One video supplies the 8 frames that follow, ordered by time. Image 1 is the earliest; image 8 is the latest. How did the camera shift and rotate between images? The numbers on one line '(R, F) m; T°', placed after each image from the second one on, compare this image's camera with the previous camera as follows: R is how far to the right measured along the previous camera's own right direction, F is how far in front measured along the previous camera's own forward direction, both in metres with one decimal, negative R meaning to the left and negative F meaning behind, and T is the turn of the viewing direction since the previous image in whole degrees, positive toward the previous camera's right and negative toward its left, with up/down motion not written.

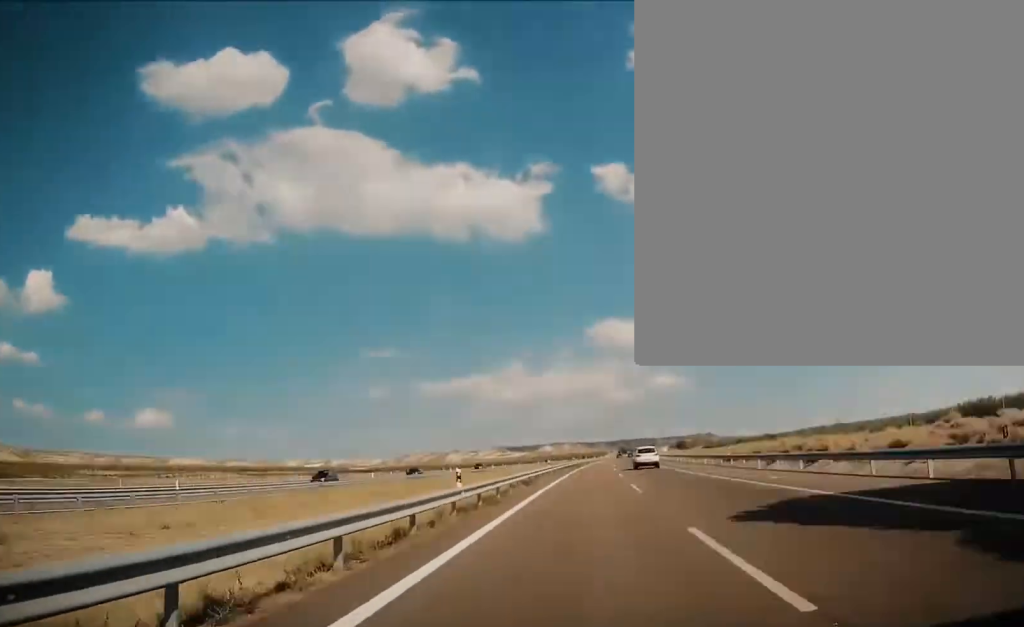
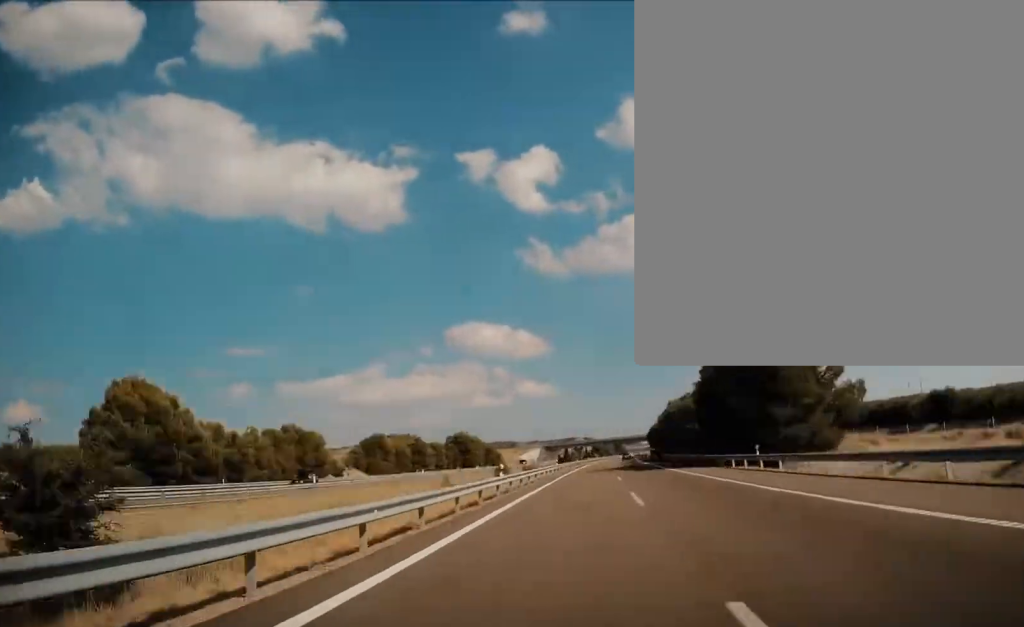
(+49.0, +542.6) m; +11°
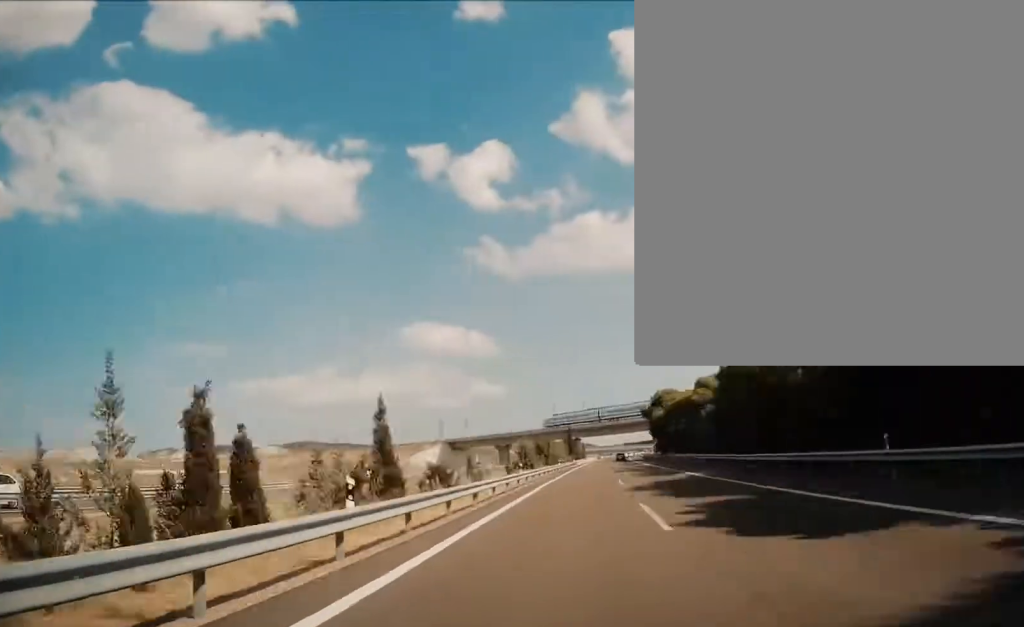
(+6.7, +179.8) m; +3°
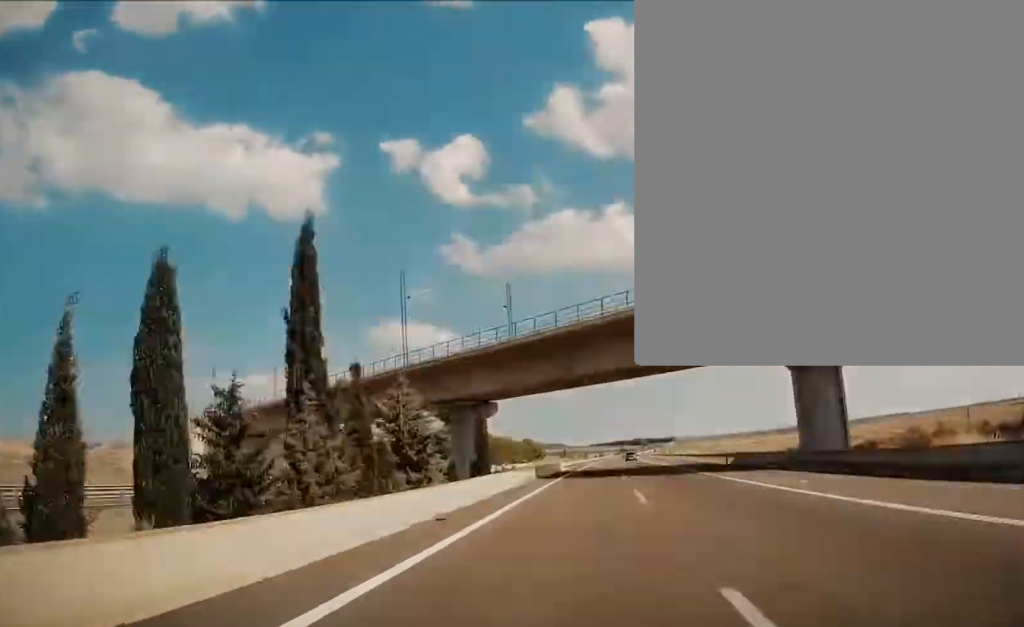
(+2.6, +149.9) m; +3°
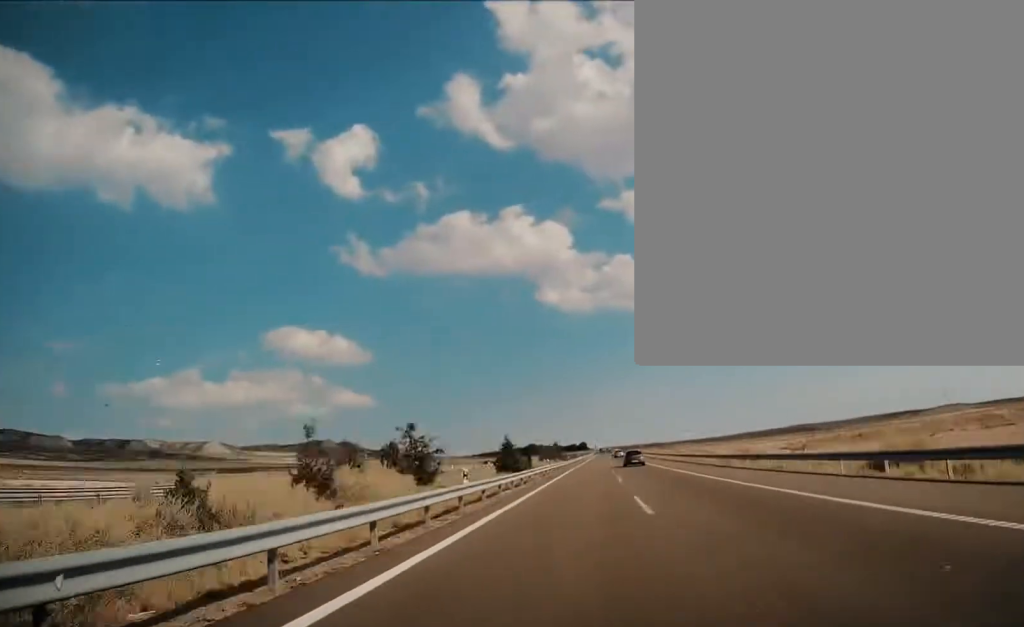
(+27.4, +419.1) m; +5°
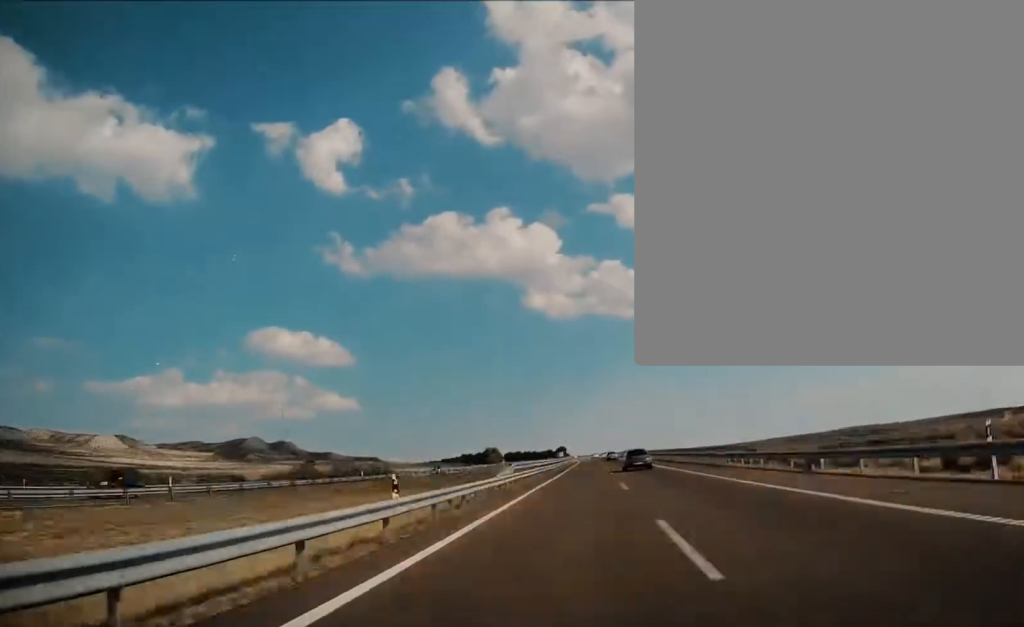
(+2.2, +198.8) m; -1°
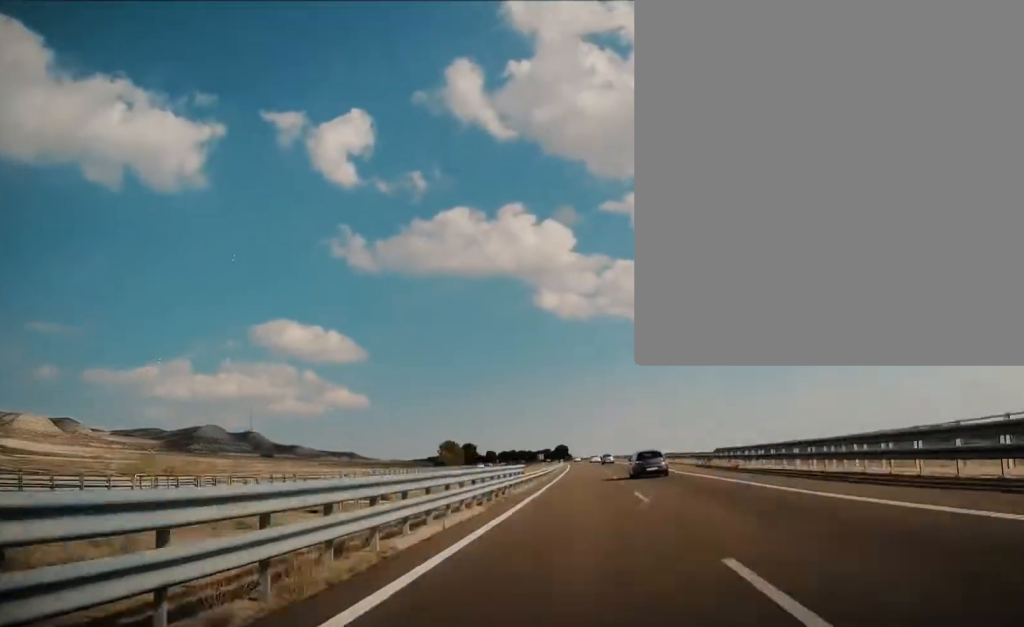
(+0.5, +128.3) m; -2°
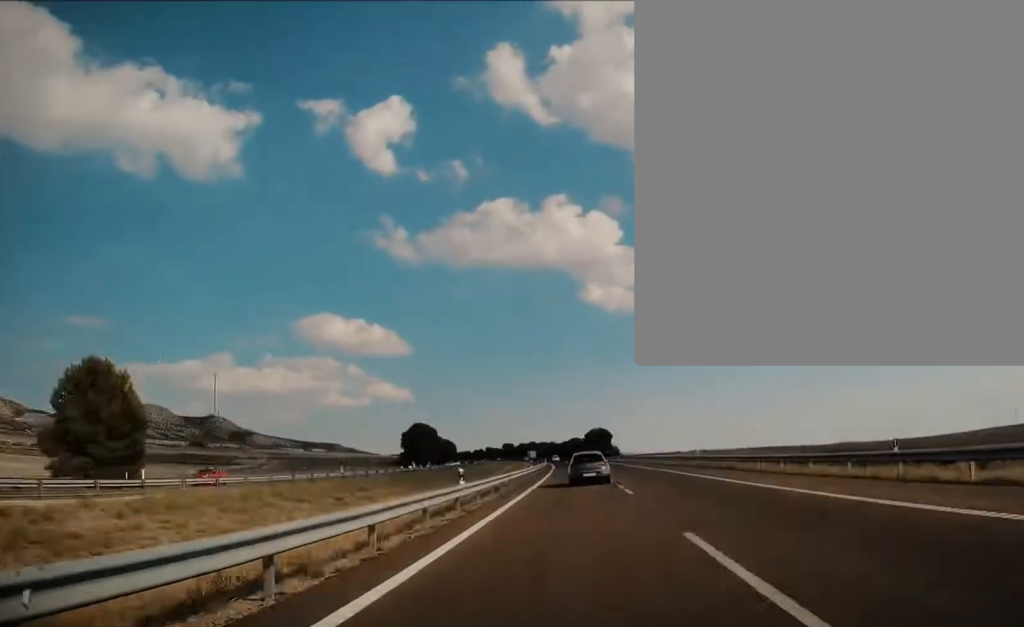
(-5.6, +186.0) m; -4°
